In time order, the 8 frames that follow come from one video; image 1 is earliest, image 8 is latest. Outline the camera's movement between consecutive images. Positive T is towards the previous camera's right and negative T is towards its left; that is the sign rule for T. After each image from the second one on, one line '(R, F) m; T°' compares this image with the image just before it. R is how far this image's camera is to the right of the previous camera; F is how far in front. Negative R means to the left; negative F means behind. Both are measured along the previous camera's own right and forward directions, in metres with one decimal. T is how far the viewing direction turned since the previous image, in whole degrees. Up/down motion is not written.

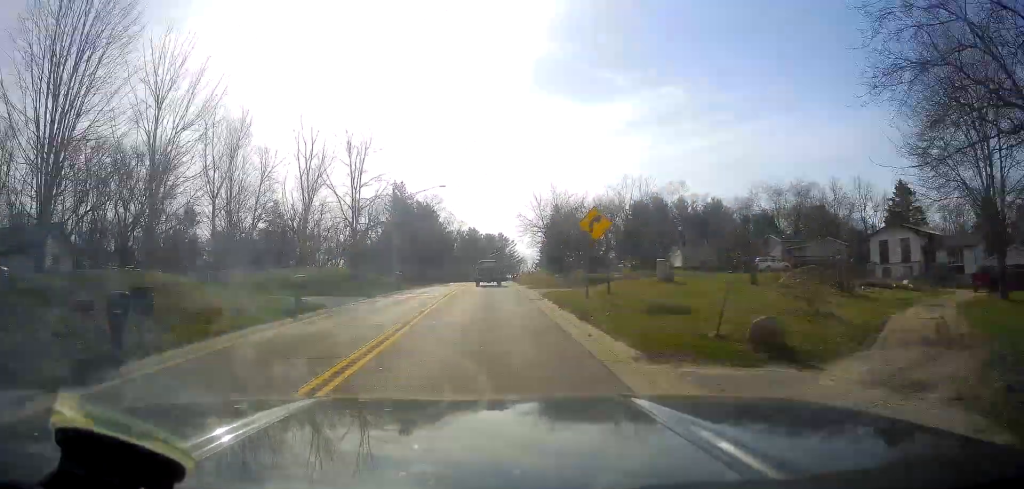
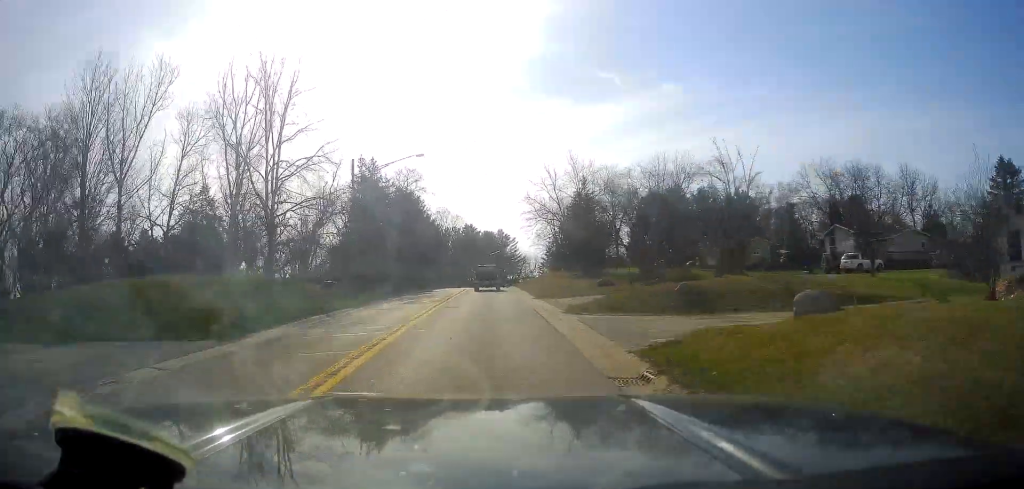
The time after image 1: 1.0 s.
(-0.1, +19.7) m; +1°
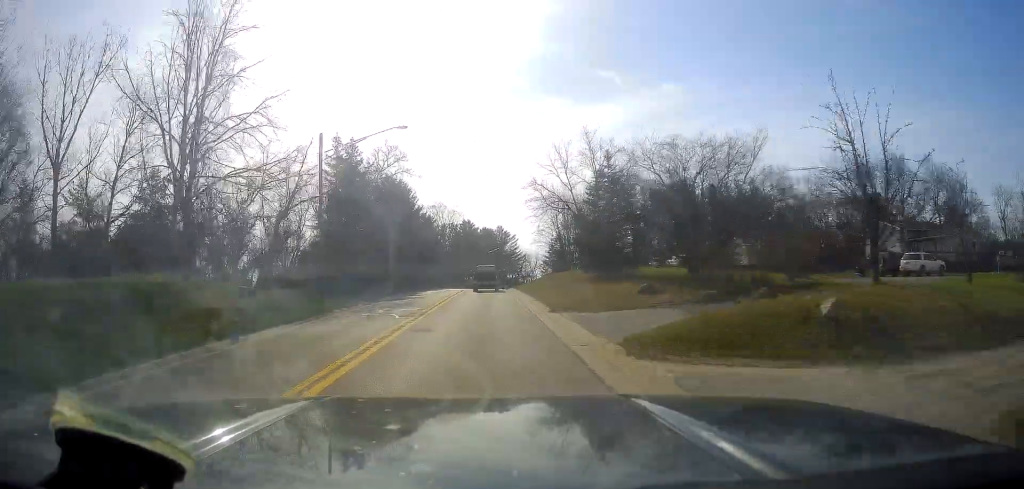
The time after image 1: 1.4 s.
(+0.1, +9.2) m; 0°
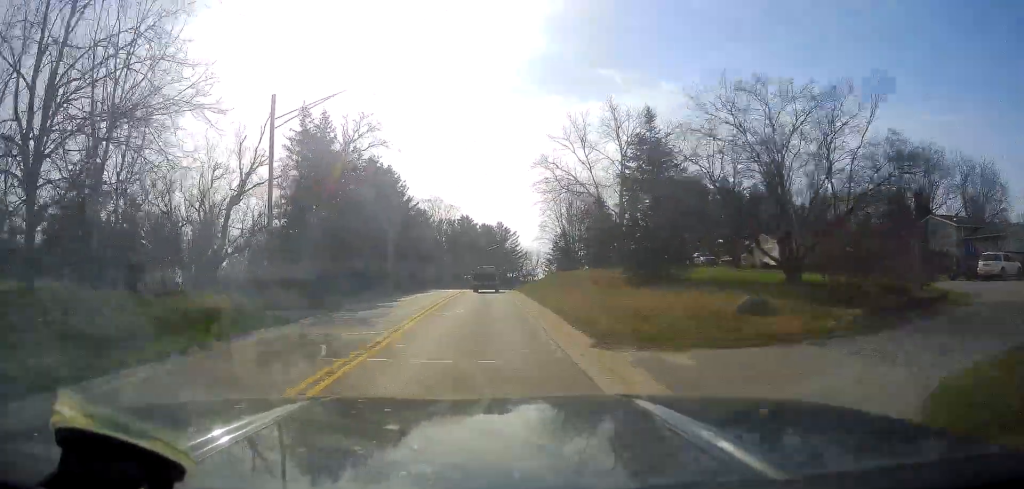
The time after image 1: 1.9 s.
(+0.1, +9.1) m; 0°
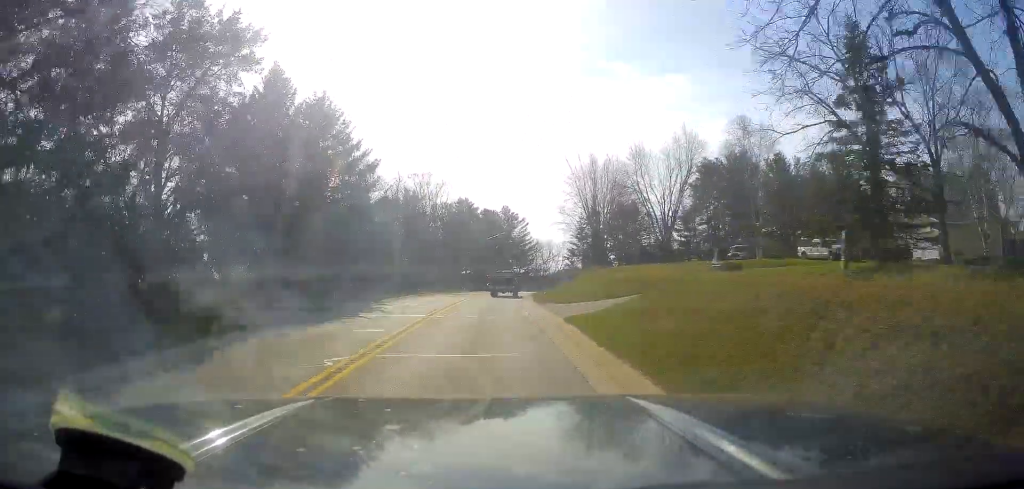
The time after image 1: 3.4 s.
(+0.1, +28.5) m; 0°
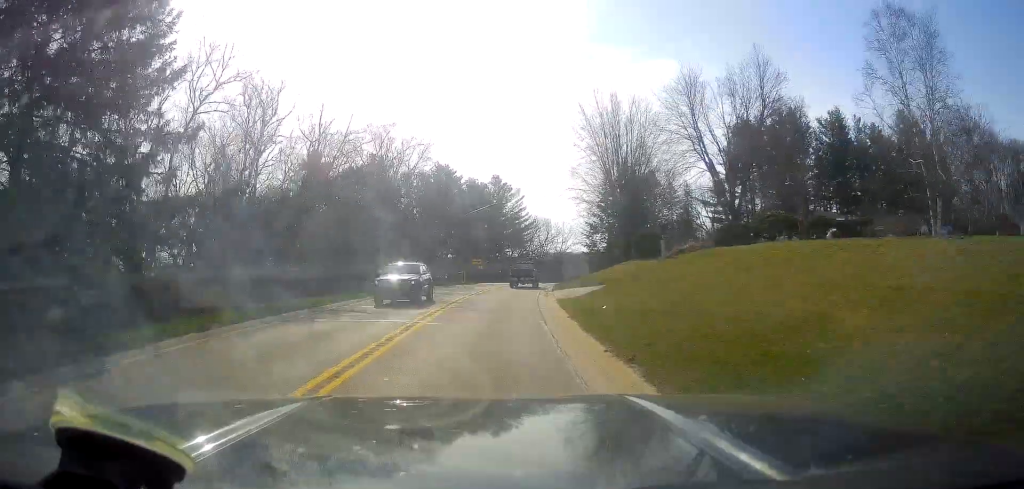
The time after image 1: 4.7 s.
(-0.1, +25.9) m; +1°
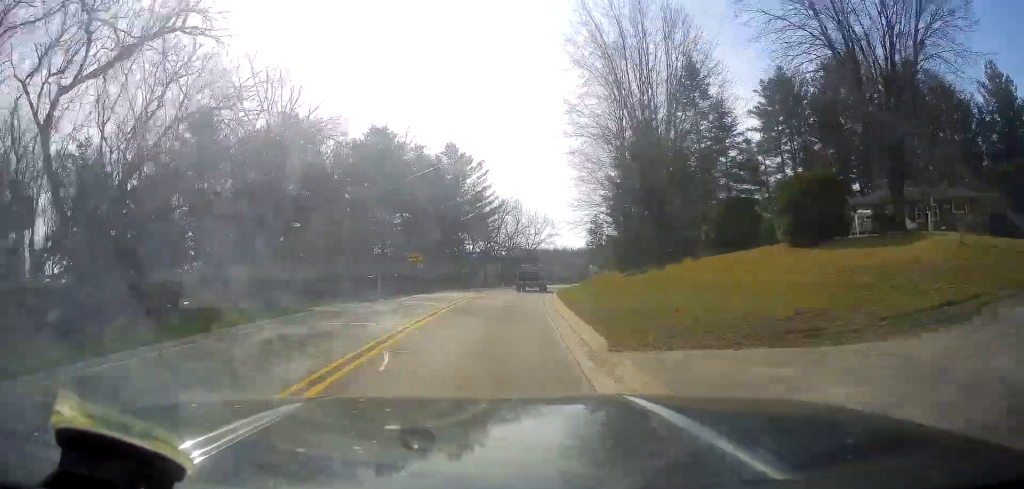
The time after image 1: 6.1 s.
(+0.9, +28.0) m; +4°
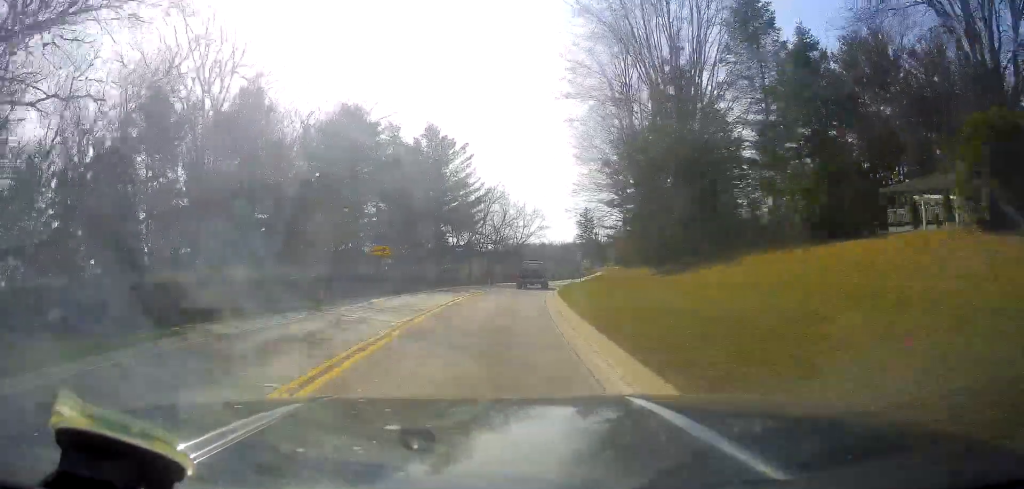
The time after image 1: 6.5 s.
(+0.1, +9.1) m; +1°
